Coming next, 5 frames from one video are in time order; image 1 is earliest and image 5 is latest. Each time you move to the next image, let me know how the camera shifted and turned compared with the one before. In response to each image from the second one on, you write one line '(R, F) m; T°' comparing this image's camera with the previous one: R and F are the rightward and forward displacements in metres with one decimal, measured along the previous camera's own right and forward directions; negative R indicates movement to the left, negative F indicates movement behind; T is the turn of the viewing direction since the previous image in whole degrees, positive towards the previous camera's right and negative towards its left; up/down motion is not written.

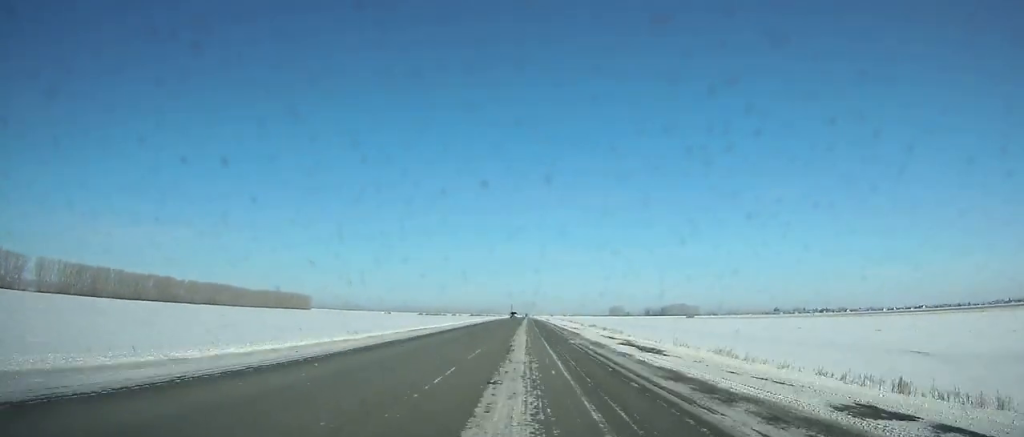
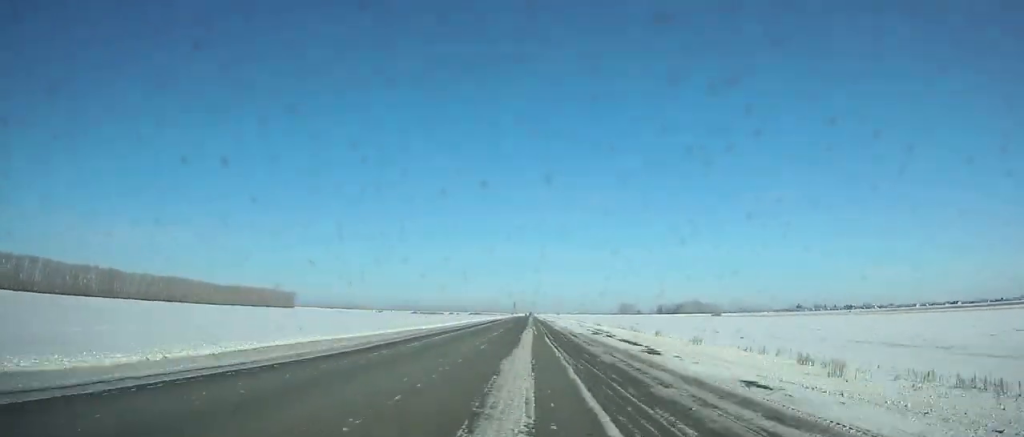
(-0.2, +92.5) m; 0°
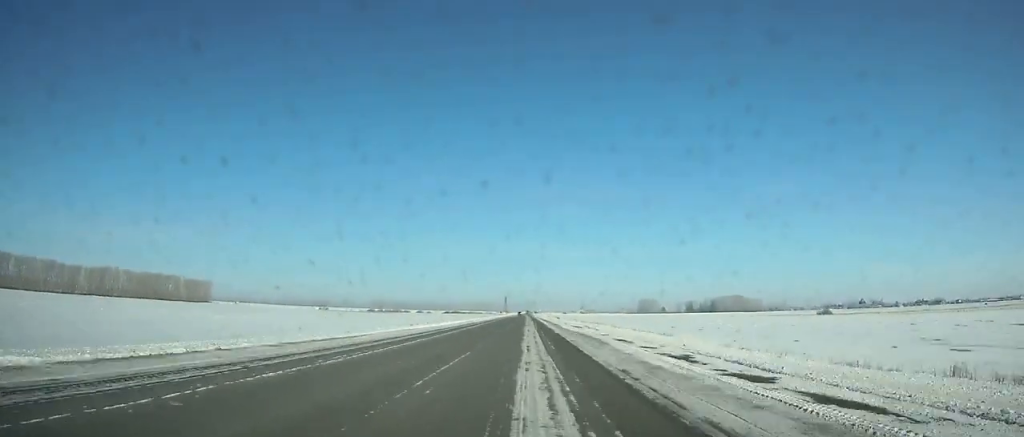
(+0.6, +272.2) m; 0°
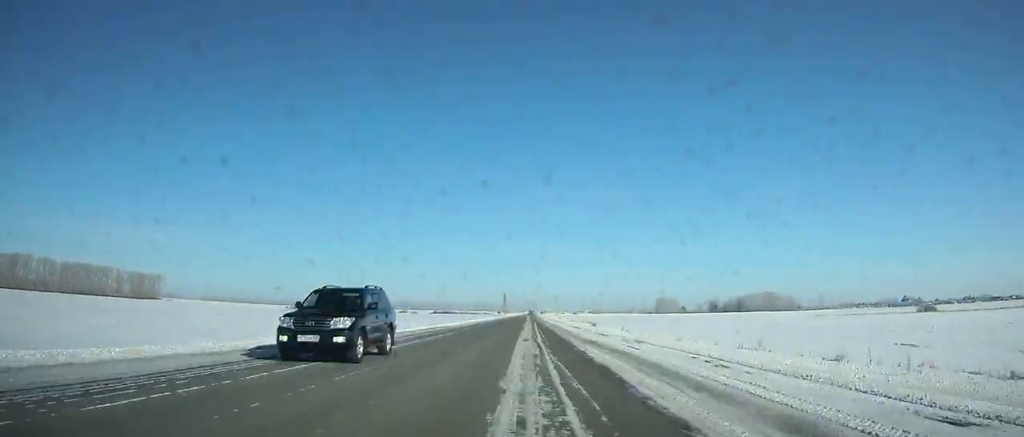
(-0.1, +120.6) m; 0°
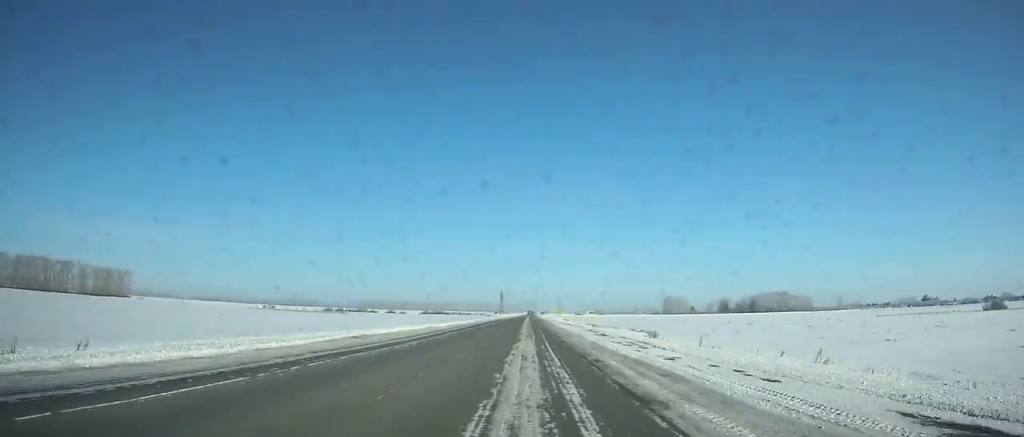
(0.0, +55.8) m; 0°
